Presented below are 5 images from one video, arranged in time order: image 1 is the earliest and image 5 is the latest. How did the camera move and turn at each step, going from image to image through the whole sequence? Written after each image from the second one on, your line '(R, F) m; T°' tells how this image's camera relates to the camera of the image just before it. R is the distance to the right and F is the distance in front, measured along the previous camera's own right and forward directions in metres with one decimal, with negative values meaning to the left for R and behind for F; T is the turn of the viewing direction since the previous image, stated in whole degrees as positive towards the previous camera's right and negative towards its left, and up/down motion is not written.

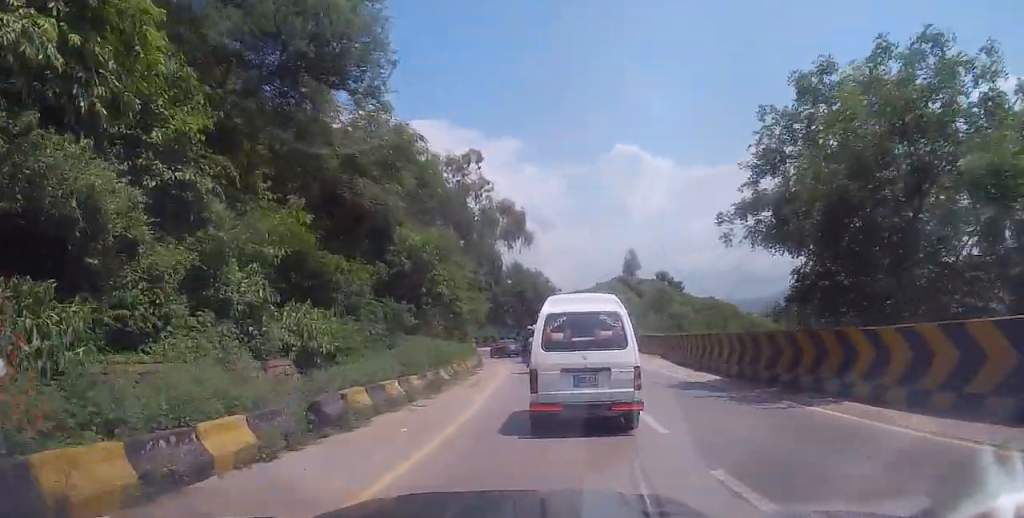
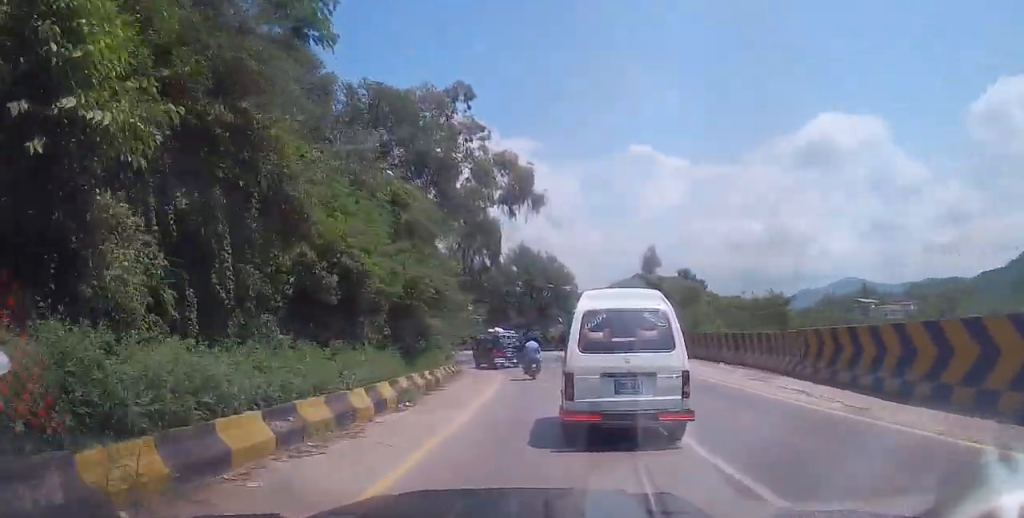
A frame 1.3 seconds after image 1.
(-1.8, +15.1) m; -4°
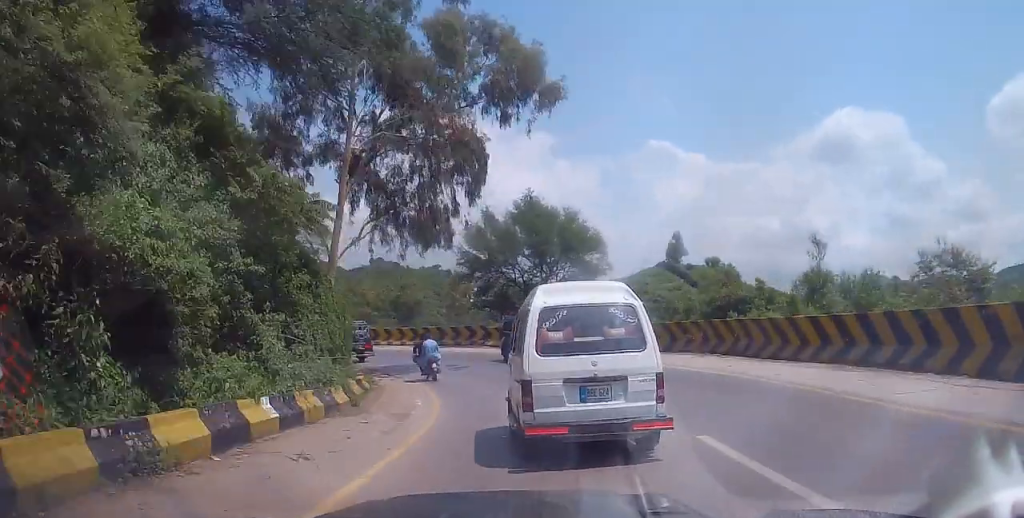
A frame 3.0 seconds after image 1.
(+0.3, +18.7) m; 0°
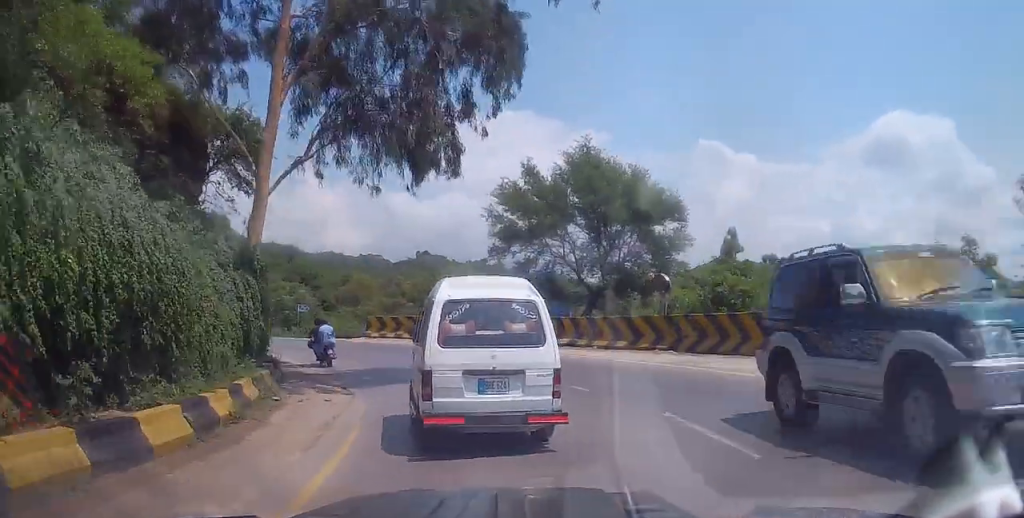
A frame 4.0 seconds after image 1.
(-0.1, +10.8) m; -6°
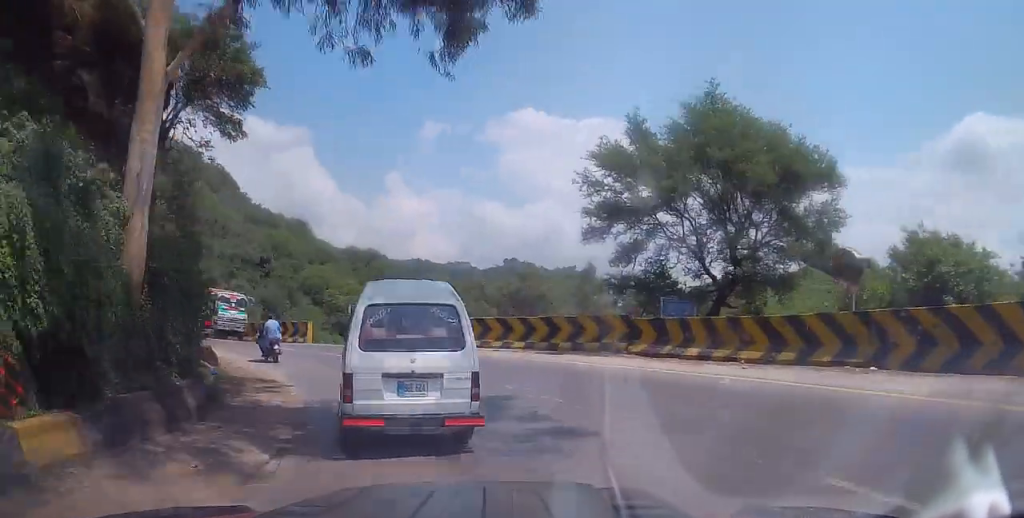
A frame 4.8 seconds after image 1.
(-0.7, +8.1) m; -7°
